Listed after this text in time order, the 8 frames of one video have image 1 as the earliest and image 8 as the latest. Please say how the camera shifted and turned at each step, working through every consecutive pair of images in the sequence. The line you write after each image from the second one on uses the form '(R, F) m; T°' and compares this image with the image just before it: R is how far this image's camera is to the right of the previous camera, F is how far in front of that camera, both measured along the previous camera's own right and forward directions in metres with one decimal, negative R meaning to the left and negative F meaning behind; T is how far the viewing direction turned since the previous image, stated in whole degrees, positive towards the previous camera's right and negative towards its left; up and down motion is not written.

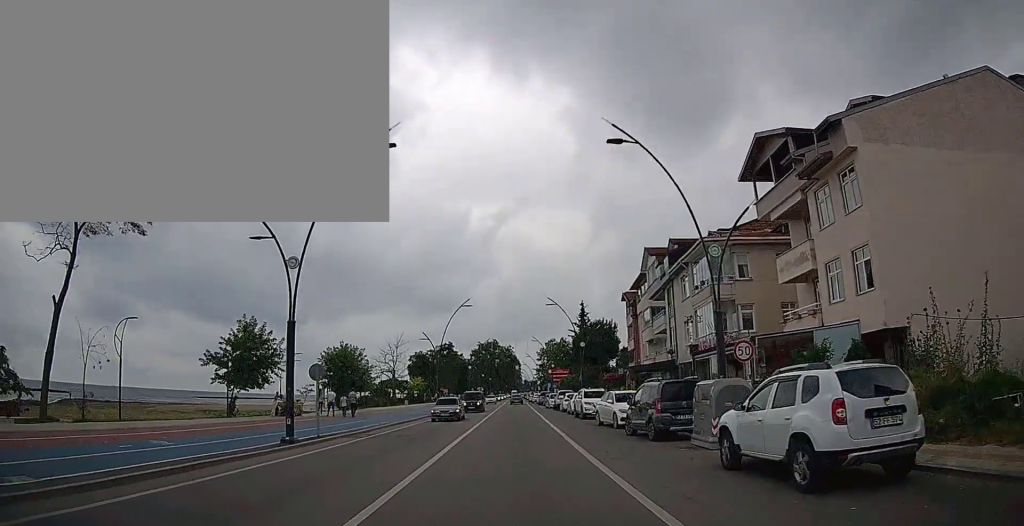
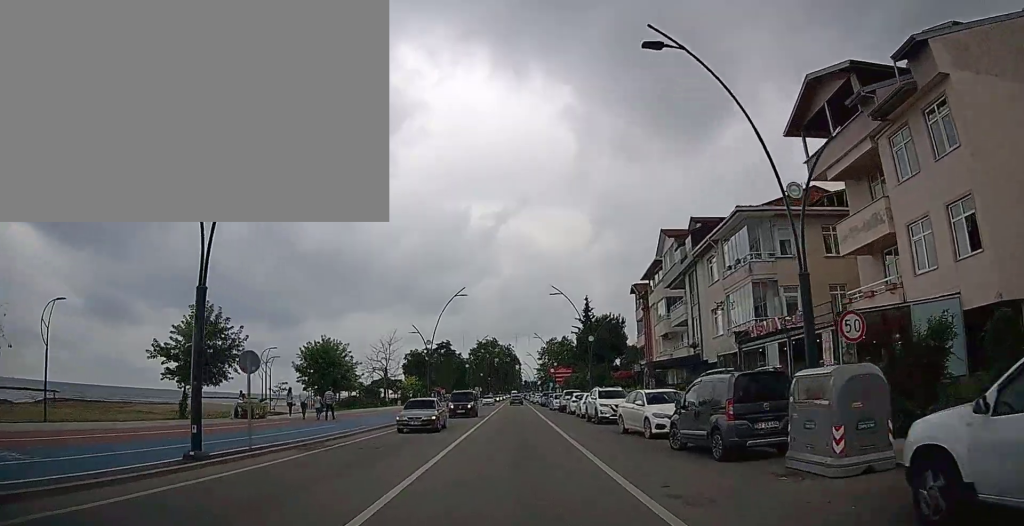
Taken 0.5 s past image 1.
(0.0, +5.3) m; +1°
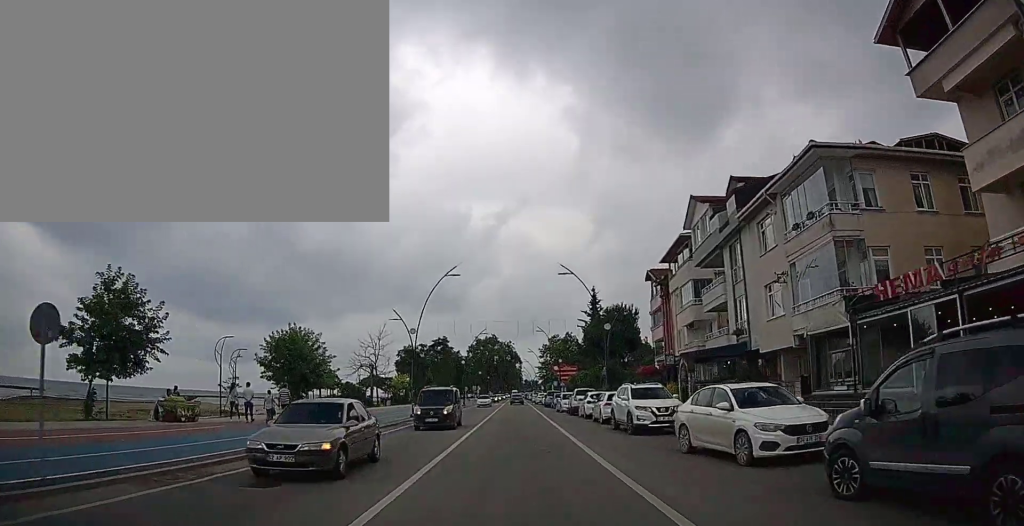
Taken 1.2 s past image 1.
(+0.1, +7.1) m; 0°
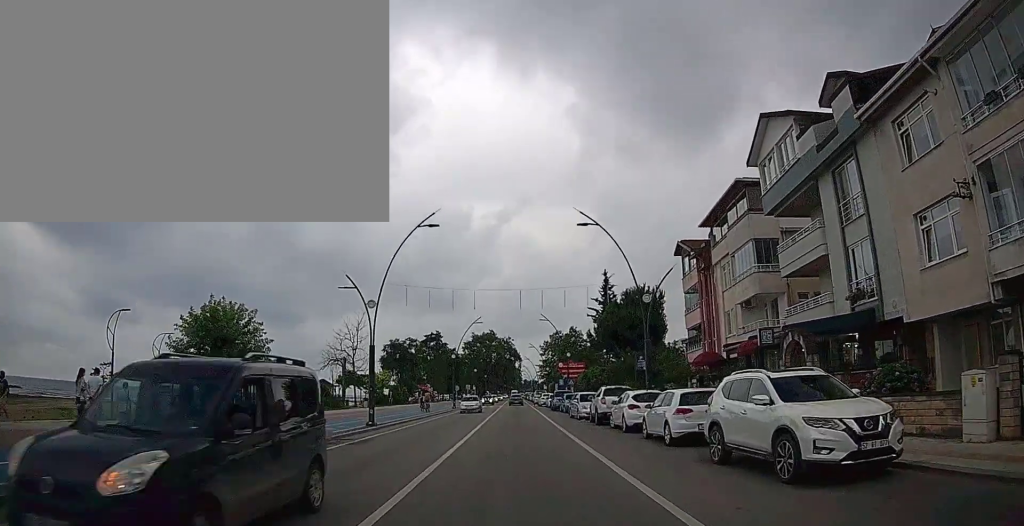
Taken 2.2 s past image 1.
(0.0, +10.8) m; -1°
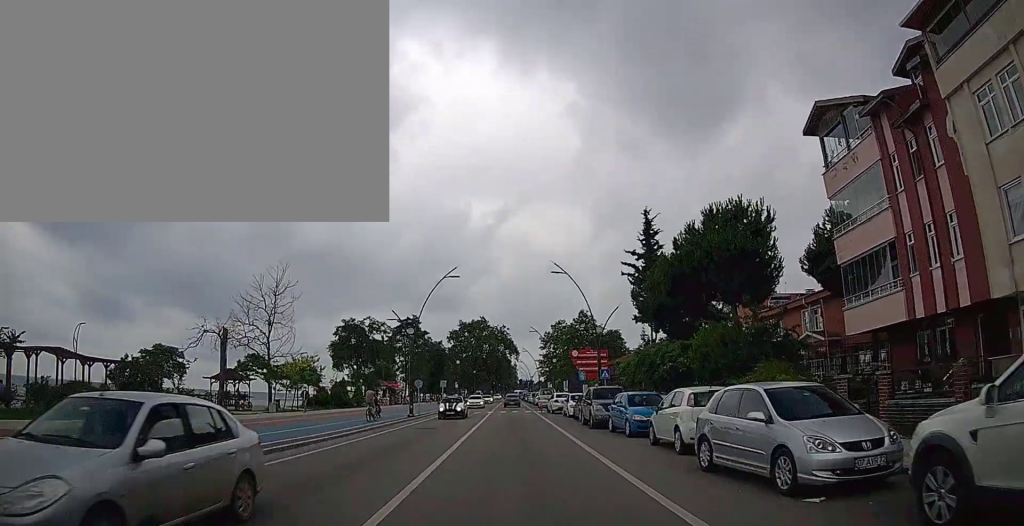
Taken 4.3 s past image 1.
(+0.1, +23.4) m; +2°
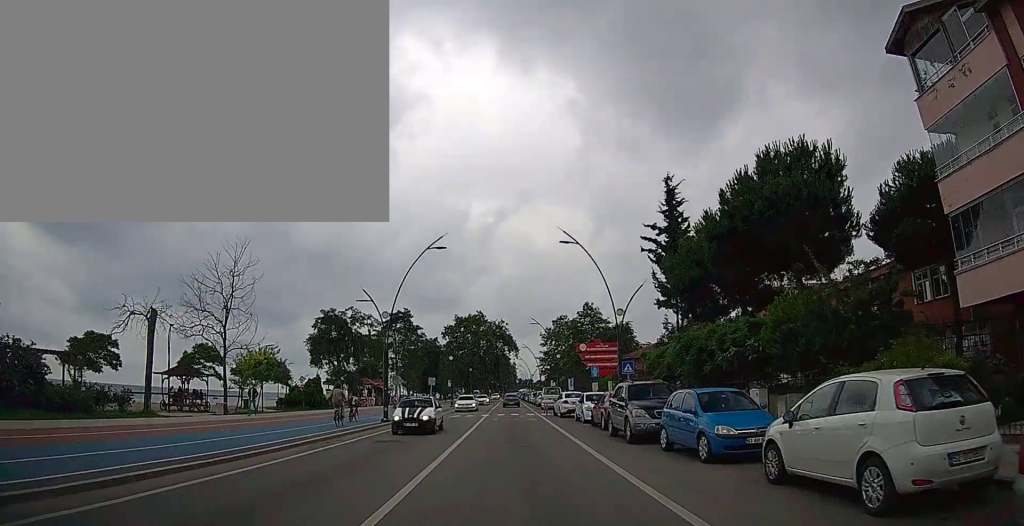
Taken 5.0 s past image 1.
(+0.1, +7.3) m; 0°
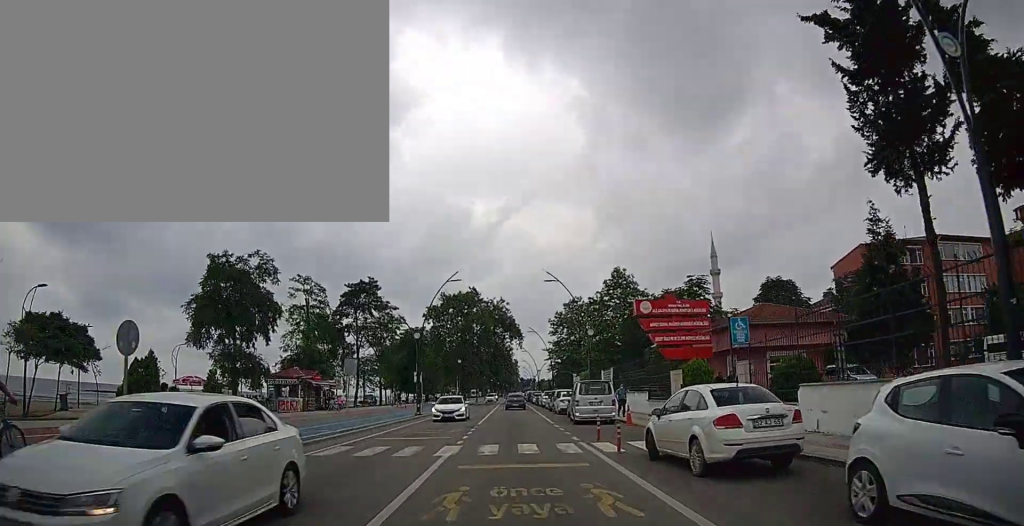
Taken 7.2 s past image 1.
(-0.3, +24.2) m; -1°
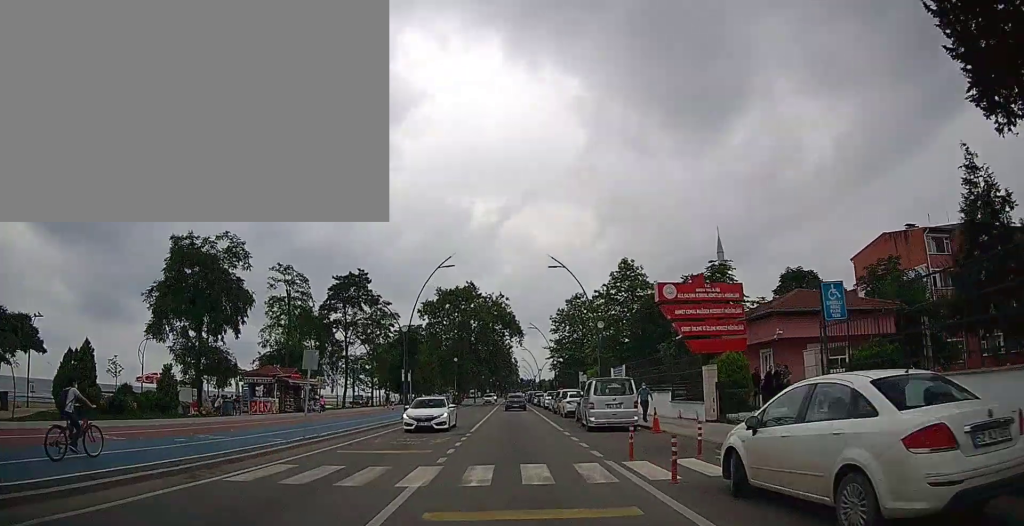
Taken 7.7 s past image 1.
(-0.1, +4.5) m; 0°
